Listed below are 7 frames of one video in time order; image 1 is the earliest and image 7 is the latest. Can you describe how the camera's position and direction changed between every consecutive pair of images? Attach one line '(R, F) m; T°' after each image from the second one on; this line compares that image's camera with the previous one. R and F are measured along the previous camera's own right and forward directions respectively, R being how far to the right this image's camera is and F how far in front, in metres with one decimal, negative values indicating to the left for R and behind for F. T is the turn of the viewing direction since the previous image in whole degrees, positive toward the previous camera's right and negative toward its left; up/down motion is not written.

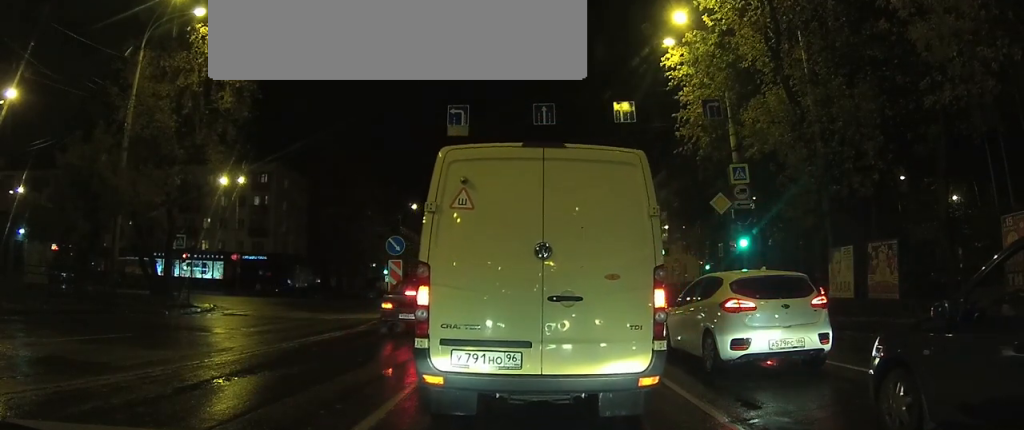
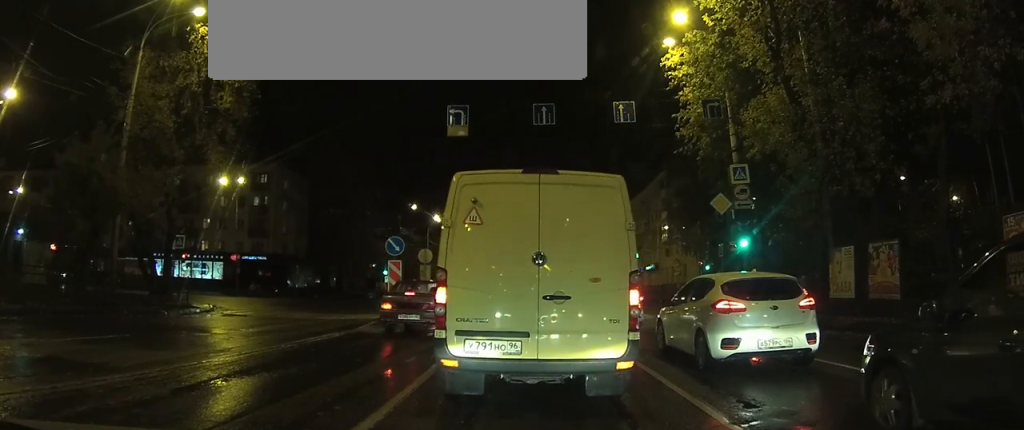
(0.0, 0.0) m; 0°
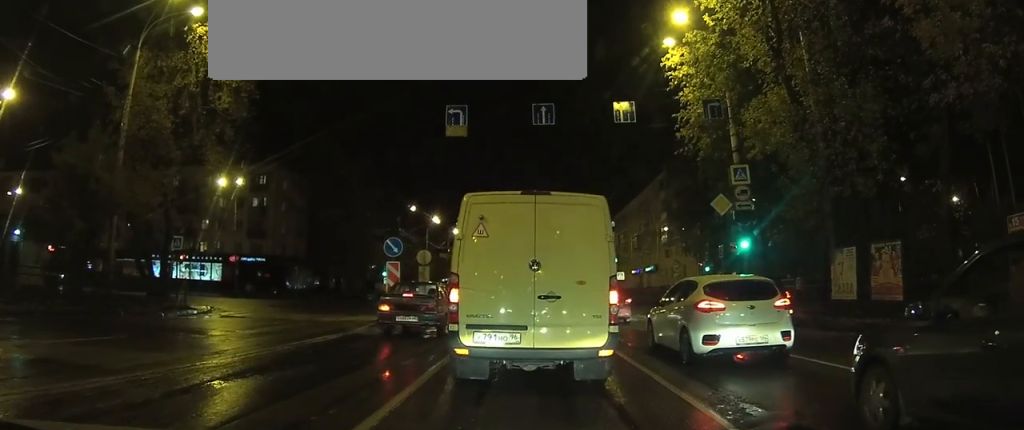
(0.0, 0.0) m; 0°
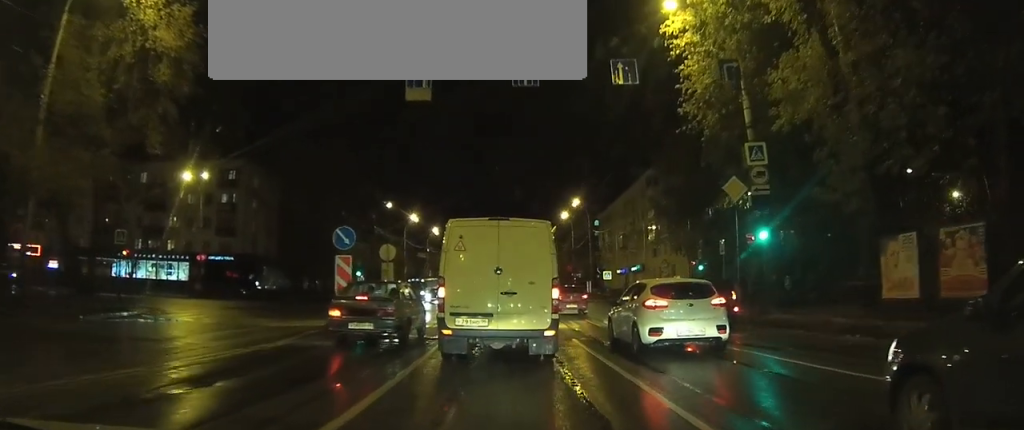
(+0.1, +0.6) m; 0°
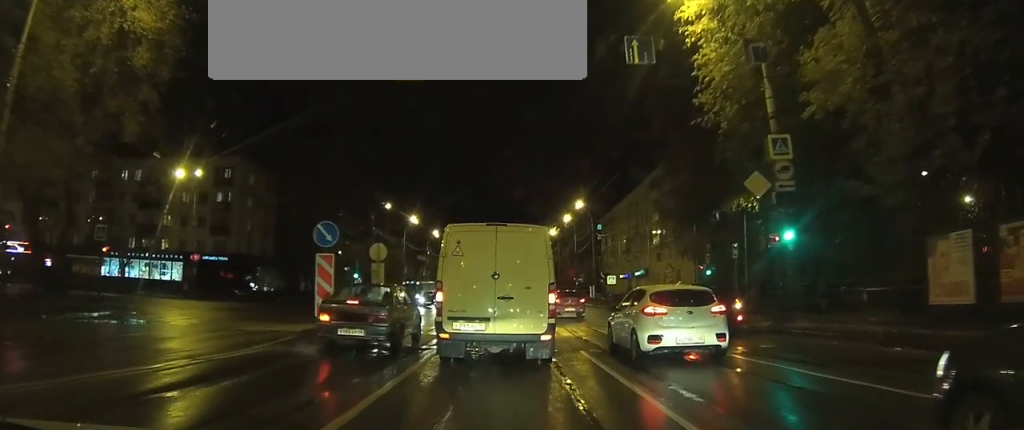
(0.0, +0.9) m; 0°
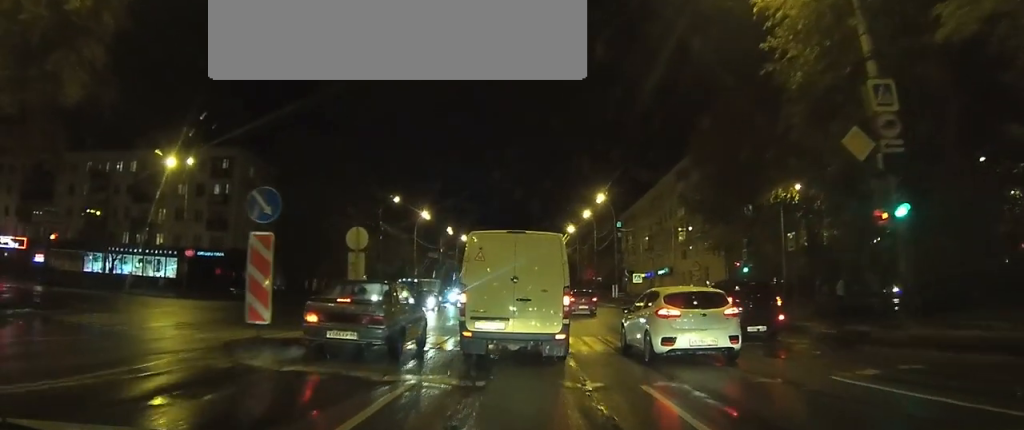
(-0.1, +3.9) m; -2°
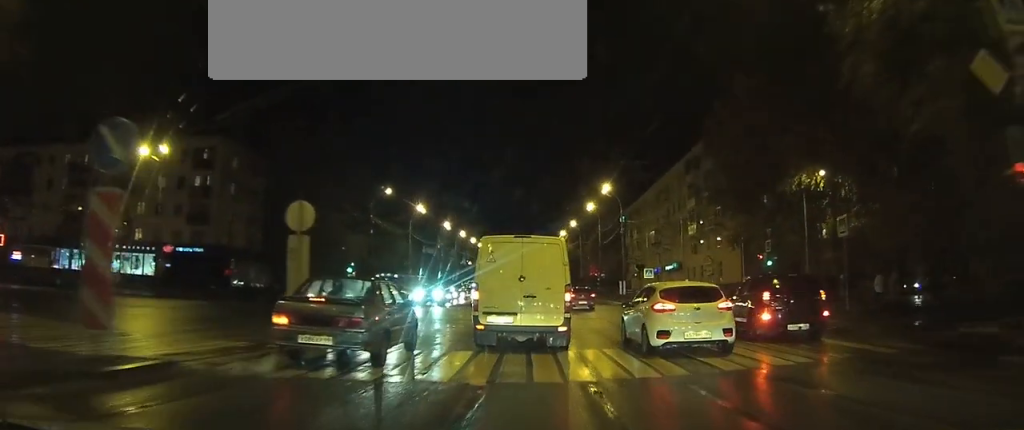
(0.0, +4.6) m; -1°
